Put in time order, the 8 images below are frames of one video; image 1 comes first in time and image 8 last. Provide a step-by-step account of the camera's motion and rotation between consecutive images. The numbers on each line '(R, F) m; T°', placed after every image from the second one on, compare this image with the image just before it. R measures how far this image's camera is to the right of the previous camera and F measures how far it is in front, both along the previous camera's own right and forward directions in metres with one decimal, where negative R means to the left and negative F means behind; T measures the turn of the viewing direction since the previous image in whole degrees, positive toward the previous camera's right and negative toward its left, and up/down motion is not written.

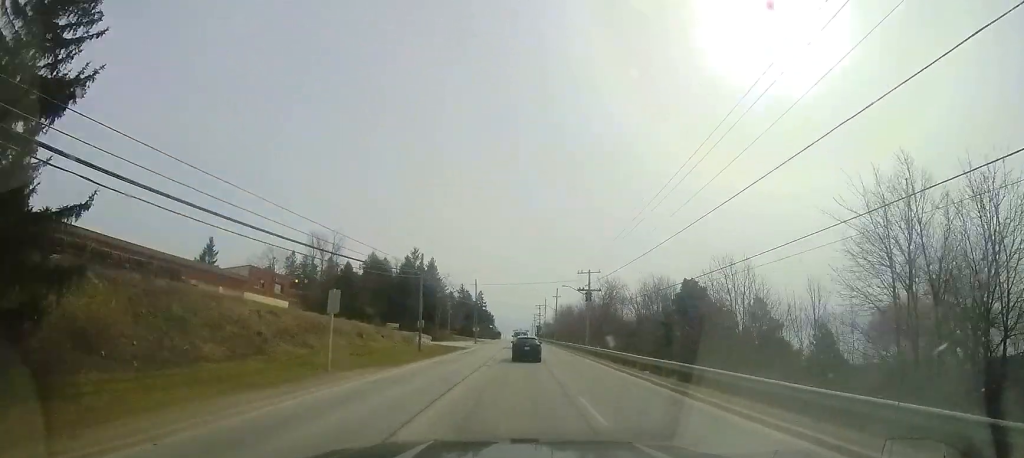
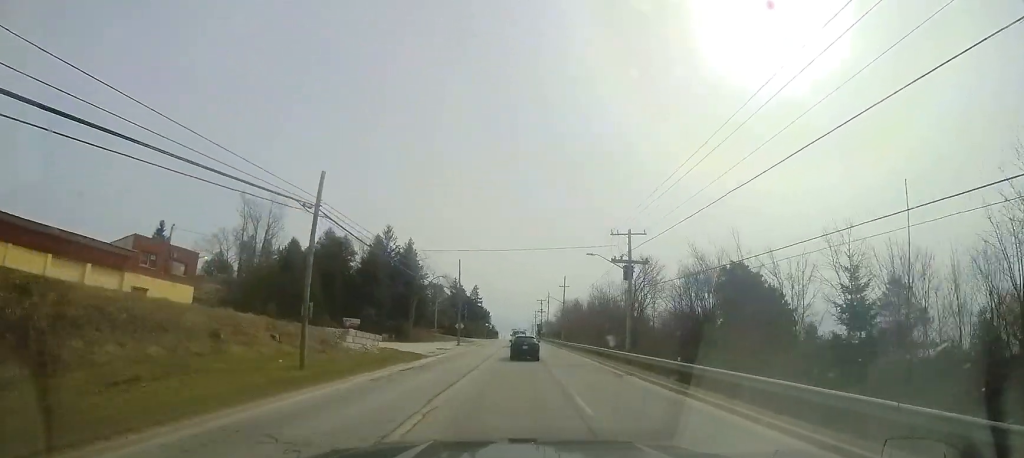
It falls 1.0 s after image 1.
(-0.2, +17.1) m; 0°
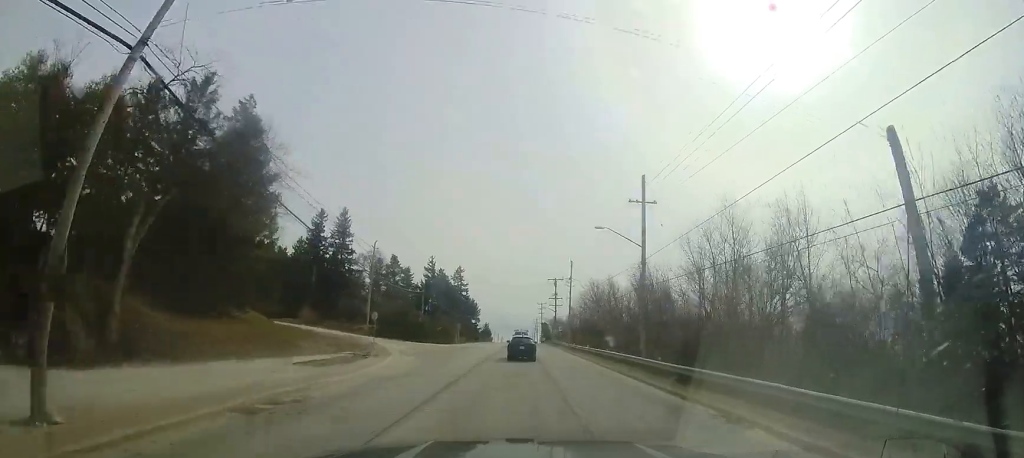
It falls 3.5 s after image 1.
(+0.2, +45.8) m; 0°
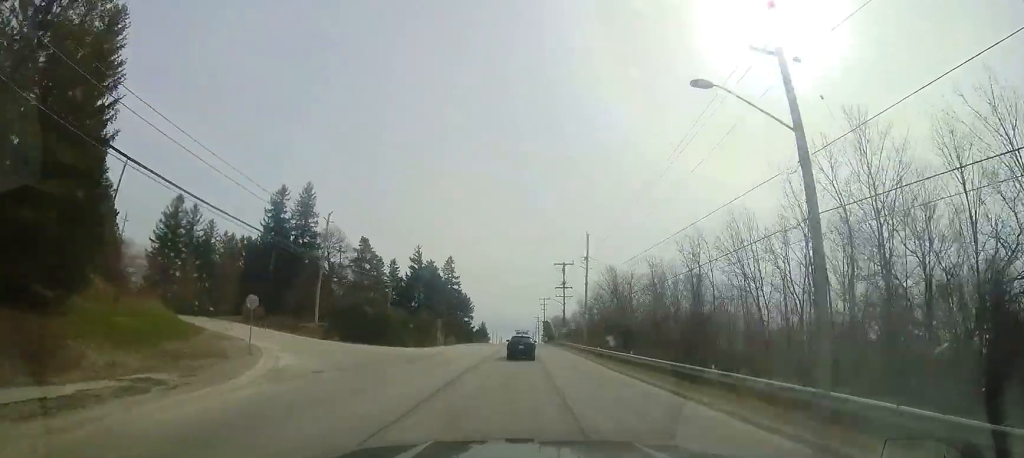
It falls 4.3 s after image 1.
(0.0, +14.6) m; 0°
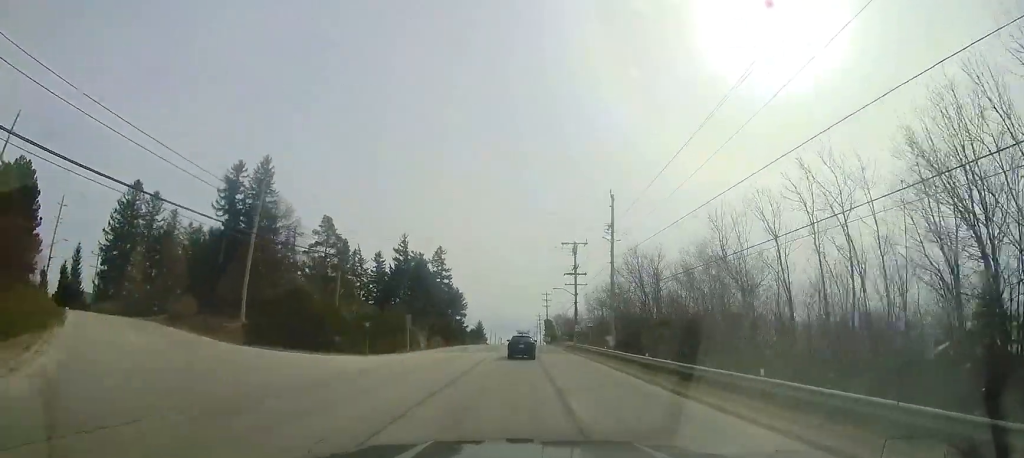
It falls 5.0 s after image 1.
(-0.1, +12.3) m; -1°
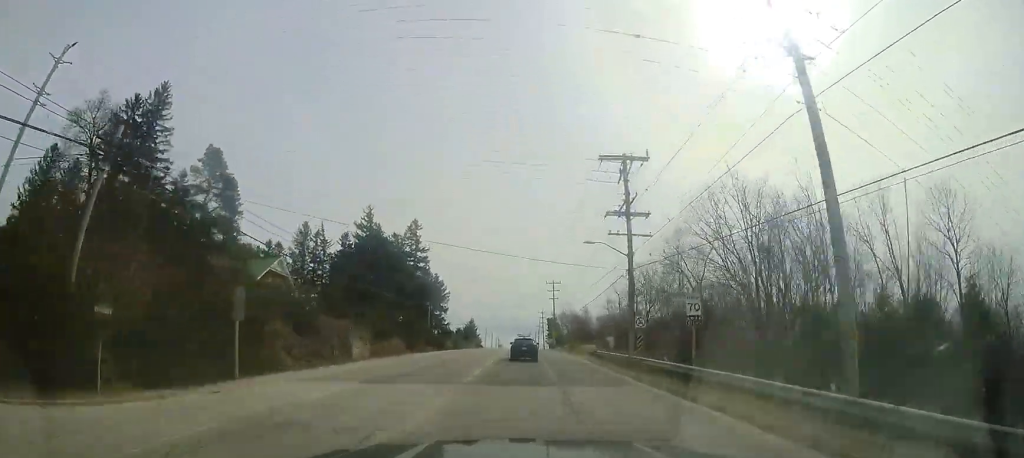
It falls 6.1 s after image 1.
(+0.1, +21.7) m; 0°
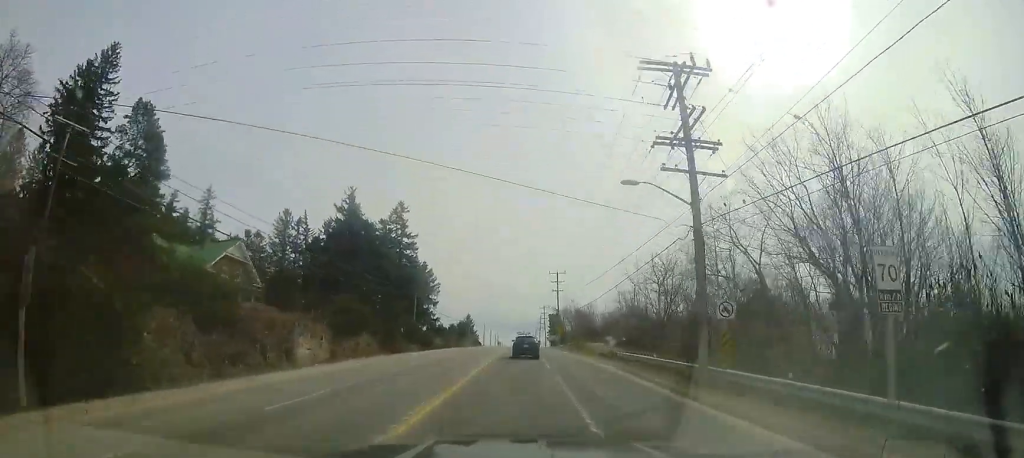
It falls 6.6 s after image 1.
(0.0, +8.1) m; 0°
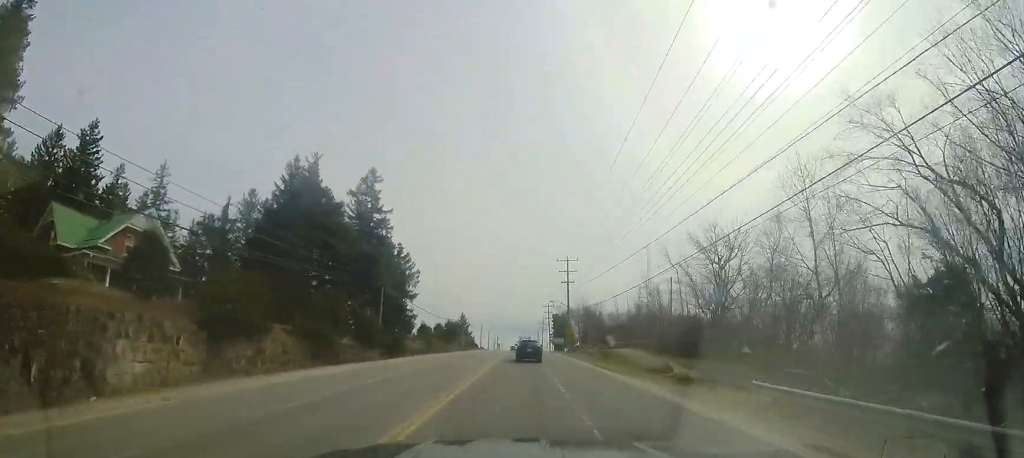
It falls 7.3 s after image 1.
(0.0, +13.1) m; 0°
